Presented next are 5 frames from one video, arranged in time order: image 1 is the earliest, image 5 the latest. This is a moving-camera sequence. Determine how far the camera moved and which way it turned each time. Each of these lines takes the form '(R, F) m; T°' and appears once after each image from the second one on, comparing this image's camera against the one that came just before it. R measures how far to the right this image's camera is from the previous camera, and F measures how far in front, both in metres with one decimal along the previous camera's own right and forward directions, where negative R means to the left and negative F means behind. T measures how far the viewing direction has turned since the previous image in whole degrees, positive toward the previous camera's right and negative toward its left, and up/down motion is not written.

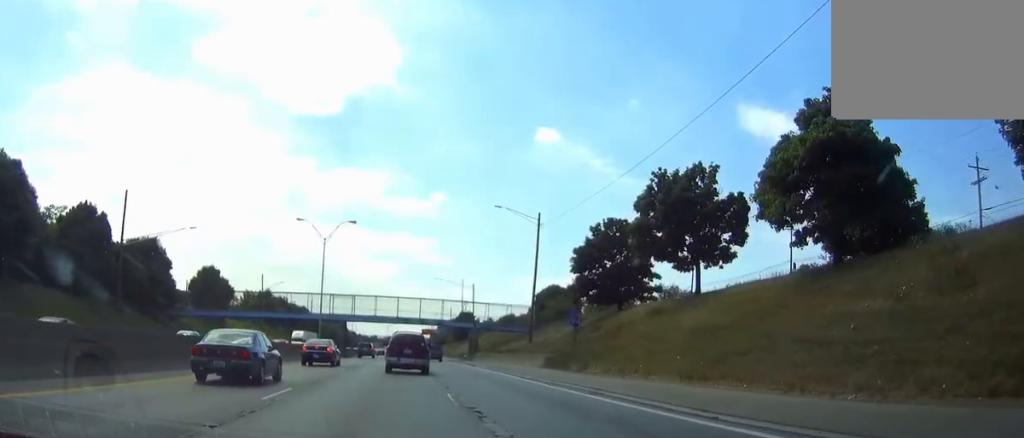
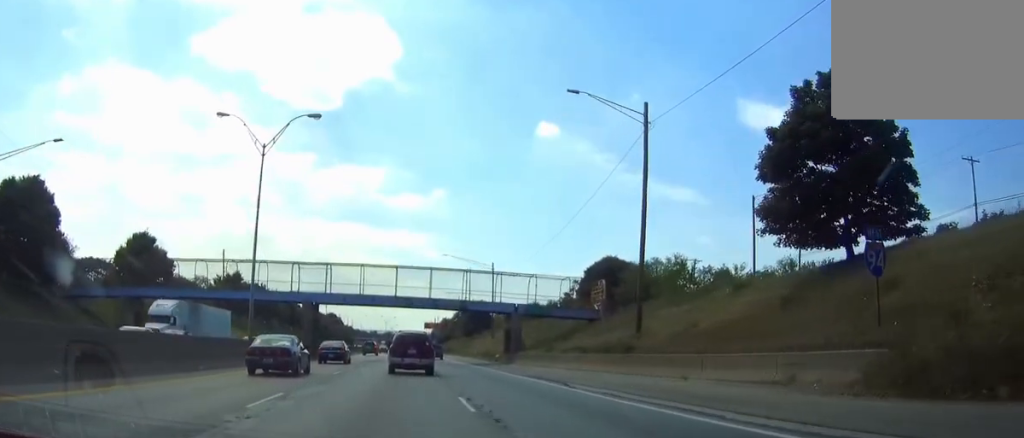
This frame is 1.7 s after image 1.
(-1.1, +31.9) m; -2°
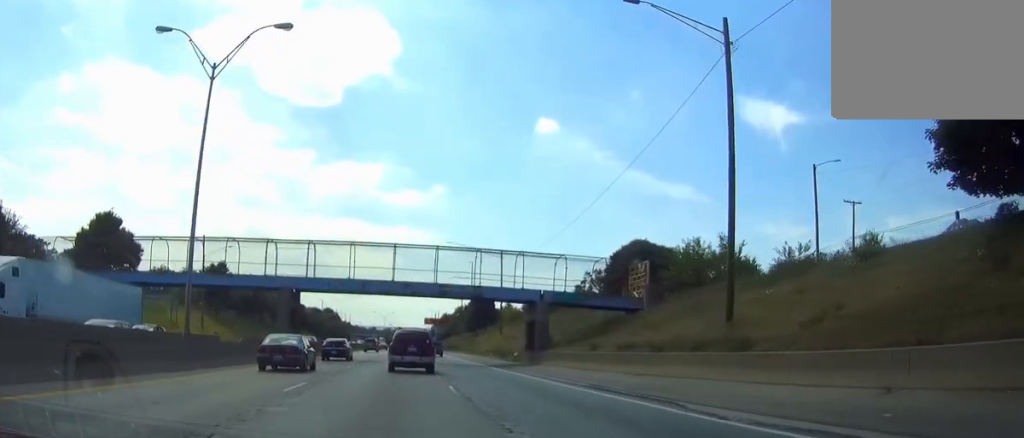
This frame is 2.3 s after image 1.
(+0.2, +11.1) m; 0°
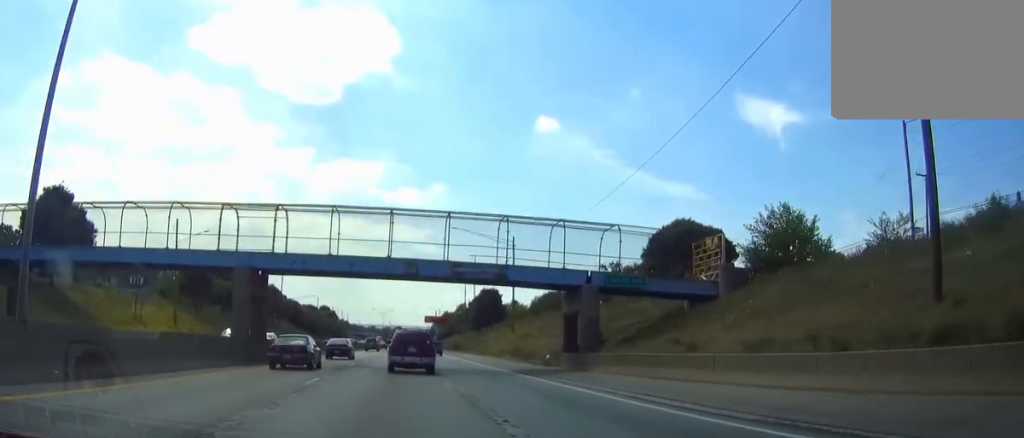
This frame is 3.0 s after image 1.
(+0.3, +12.7) m; 0°
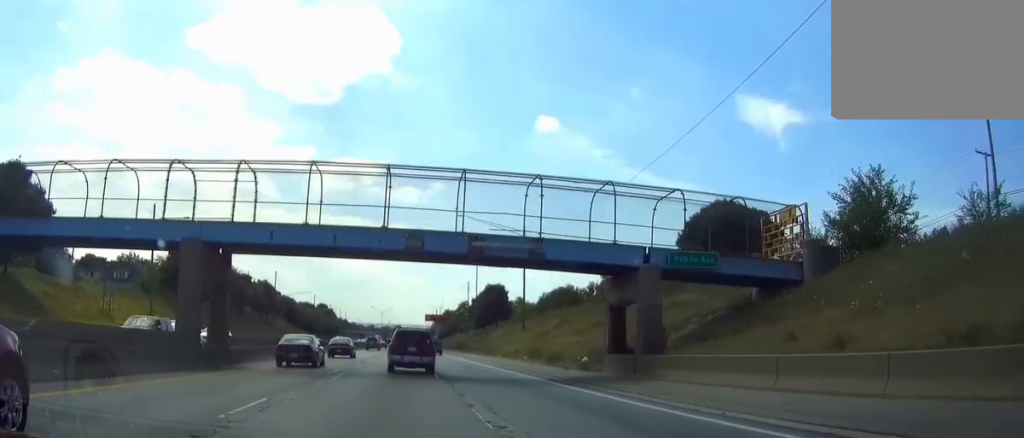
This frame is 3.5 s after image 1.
(-0.2, +8.2) m; -1°
